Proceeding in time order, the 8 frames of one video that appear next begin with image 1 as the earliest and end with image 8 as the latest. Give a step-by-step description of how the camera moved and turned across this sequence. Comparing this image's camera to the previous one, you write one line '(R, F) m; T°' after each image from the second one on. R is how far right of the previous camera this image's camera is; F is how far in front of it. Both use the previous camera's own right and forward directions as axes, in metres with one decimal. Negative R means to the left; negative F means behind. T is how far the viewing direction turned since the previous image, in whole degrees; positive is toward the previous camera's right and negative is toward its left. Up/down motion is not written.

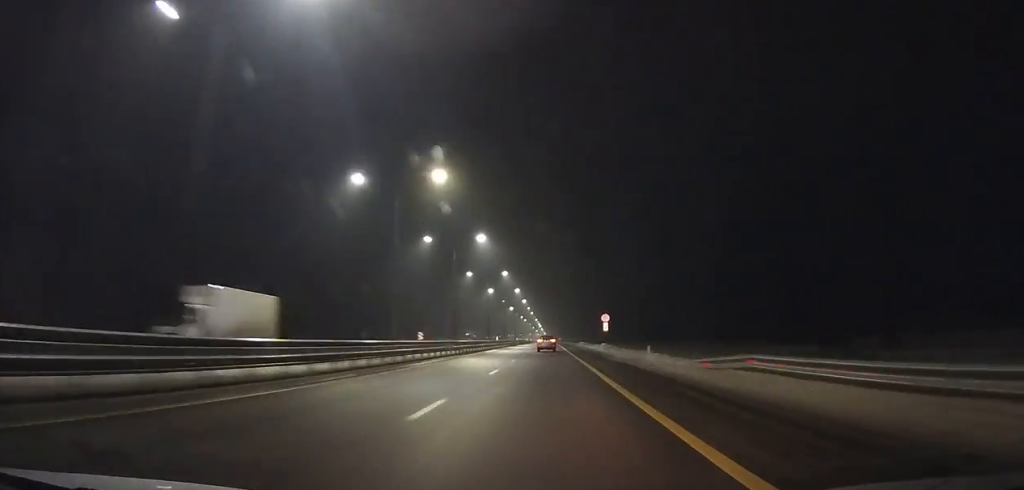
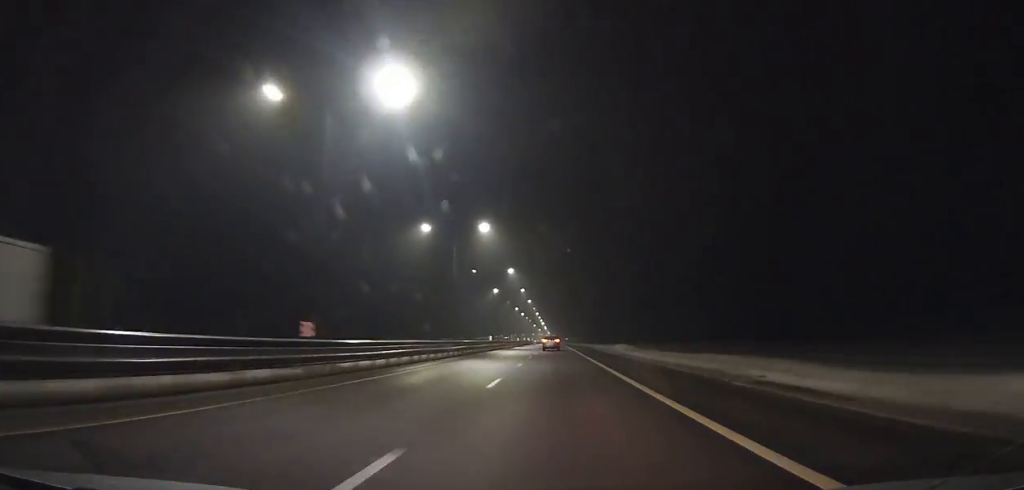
(0.0, +64.8) m; 0°
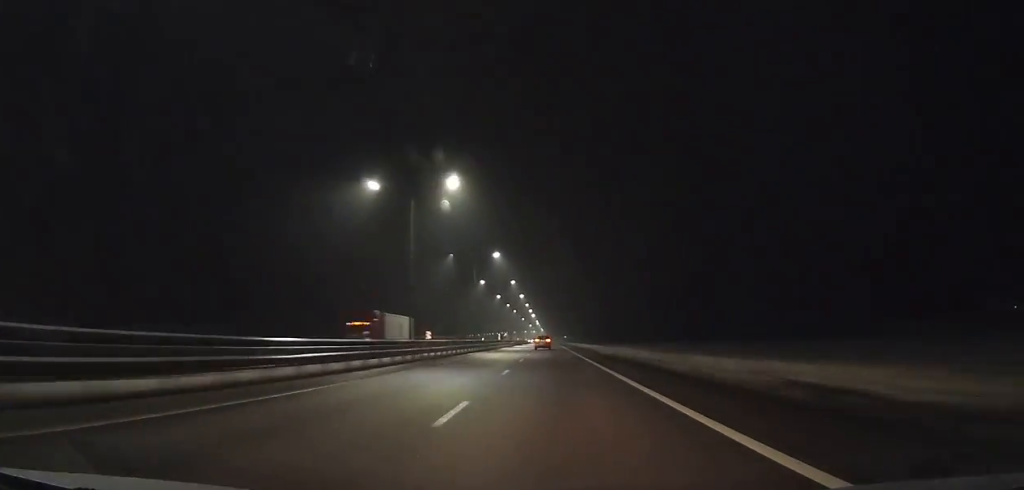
(+0.1, +78.0) m; 0°
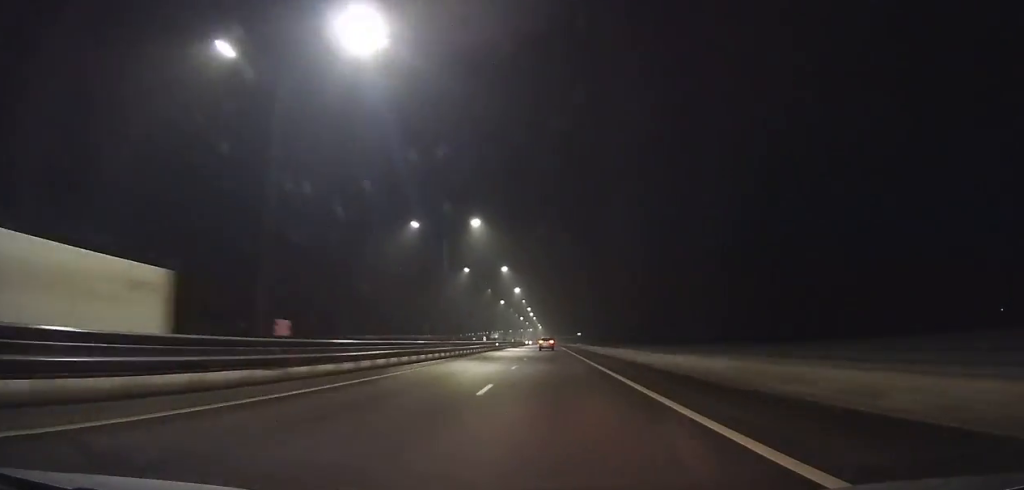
(+0.1, +114.4) m; 0°
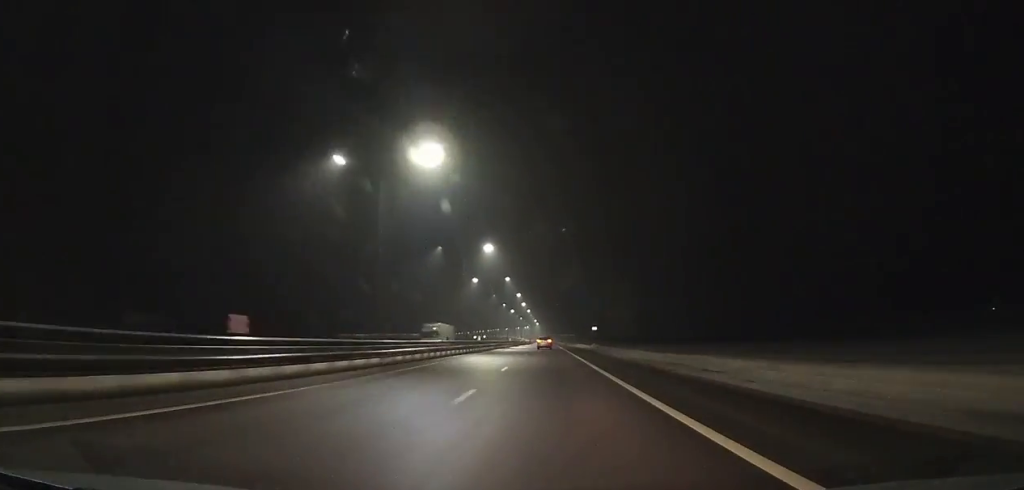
(0.0, +48.8) m; 0°
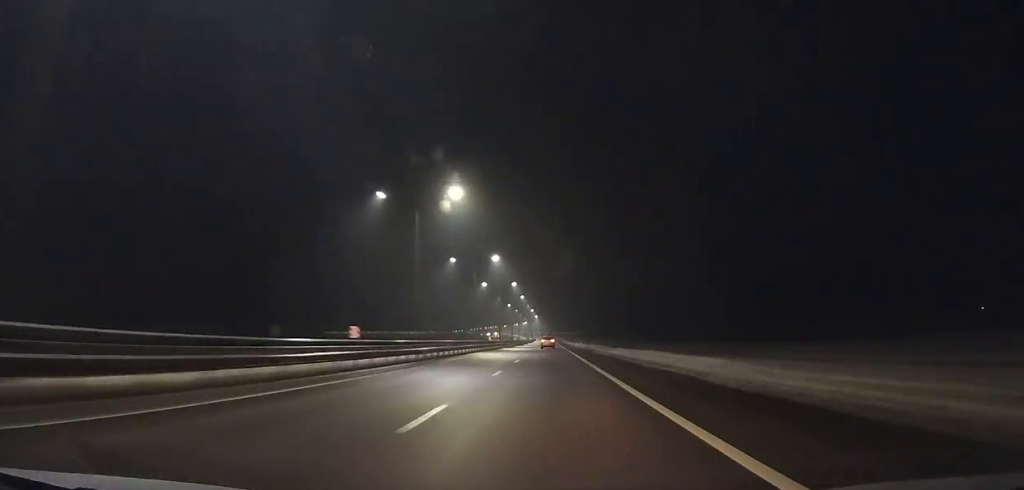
(-0.2, +87.9) m; 0°
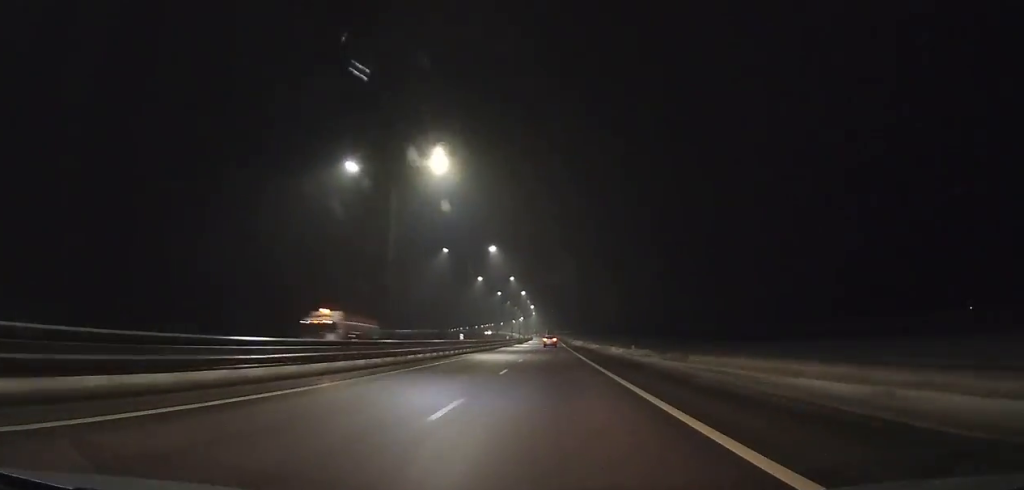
(-0.1, +70.4) m; 0°
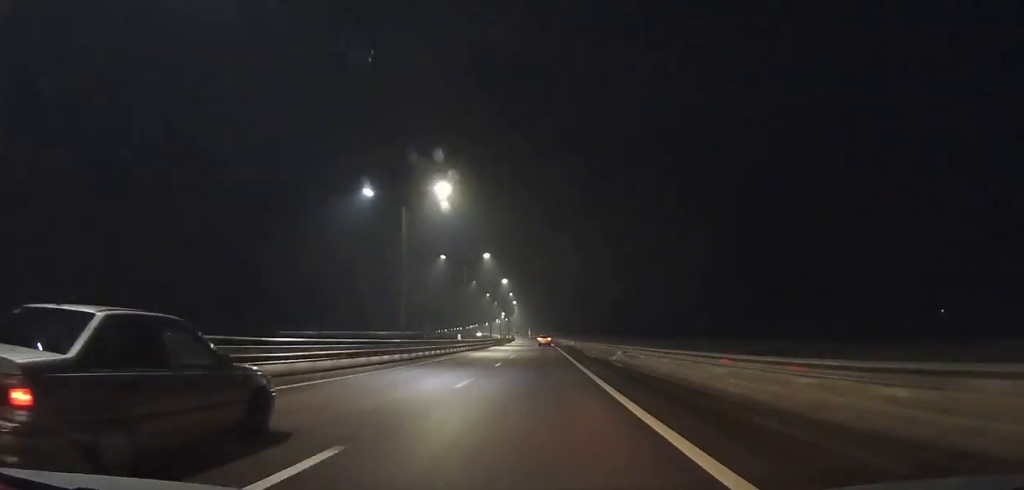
(+0.1, +89.3) m; 0°
